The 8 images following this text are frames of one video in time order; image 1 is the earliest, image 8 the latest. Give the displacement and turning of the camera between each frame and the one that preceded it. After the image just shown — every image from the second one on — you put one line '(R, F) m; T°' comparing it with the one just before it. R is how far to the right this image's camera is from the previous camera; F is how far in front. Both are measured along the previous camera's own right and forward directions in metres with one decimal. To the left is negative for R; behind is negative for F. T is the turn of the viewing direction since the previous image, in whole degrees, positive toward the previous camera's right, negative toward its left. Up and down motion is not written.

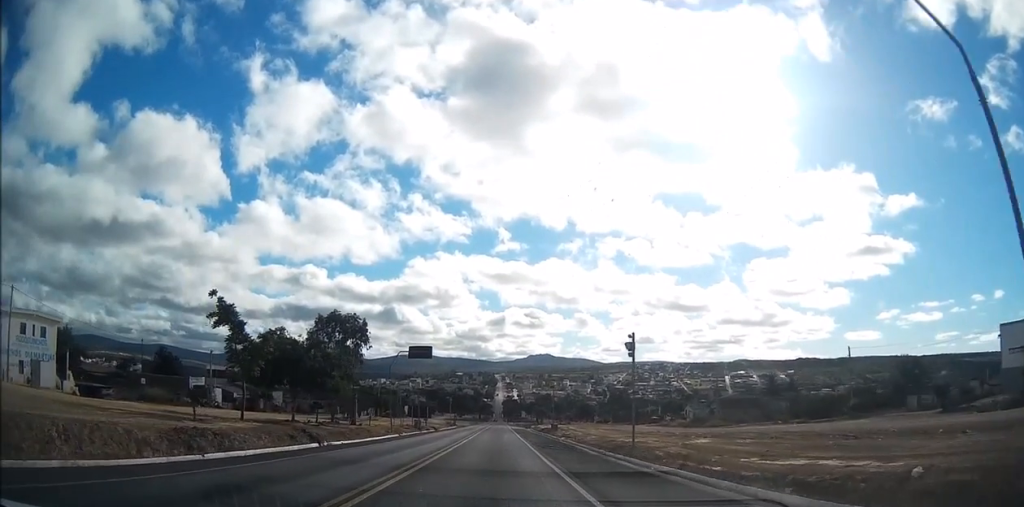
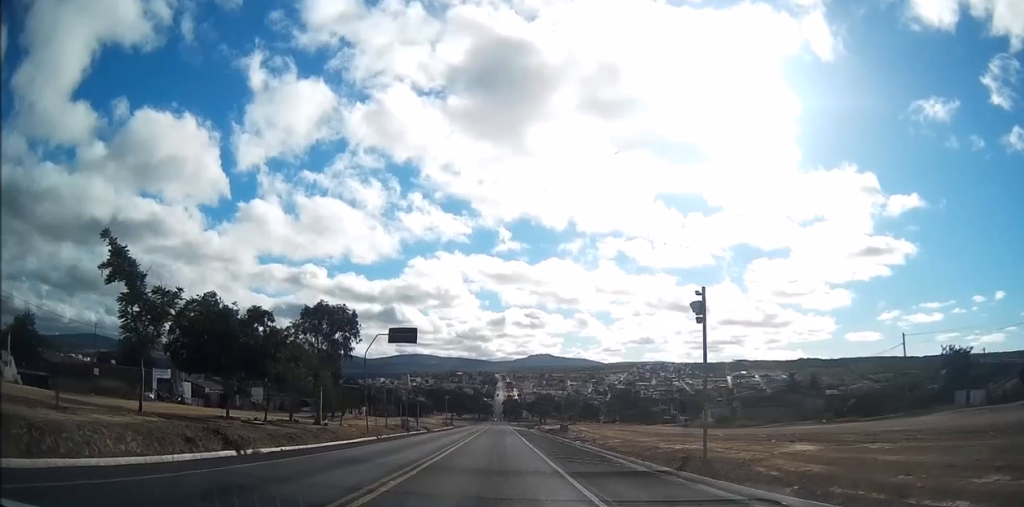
(-0.1, +9.8) m; 0°
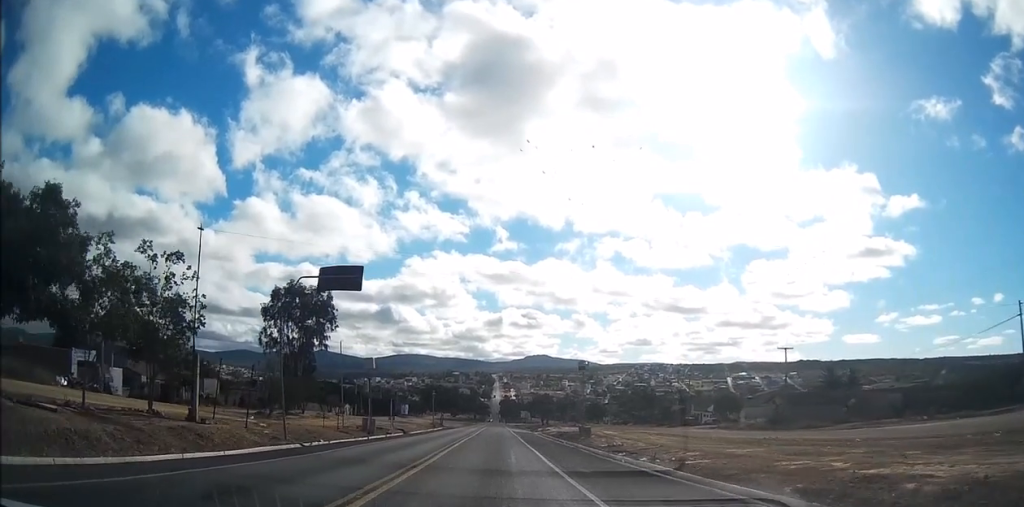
(+0.1, +16.2) m; +1°
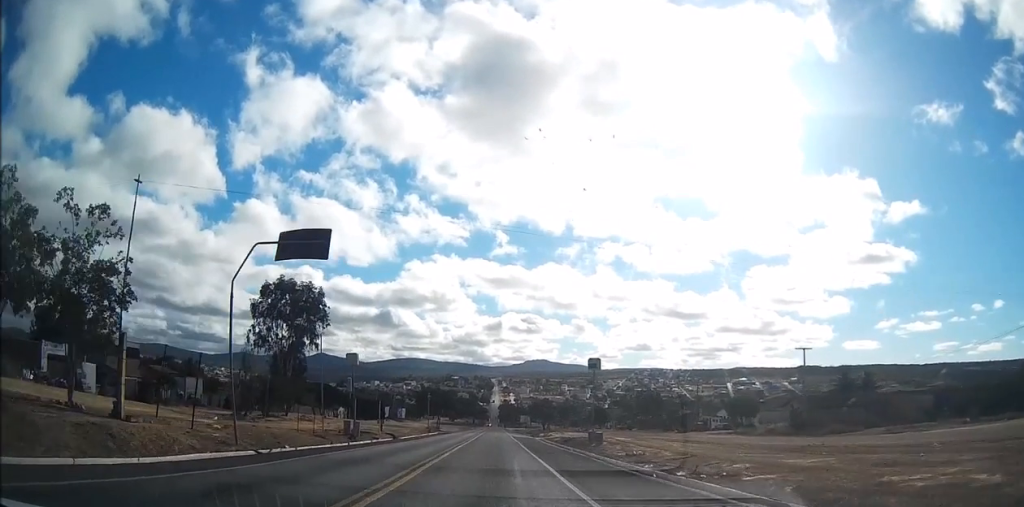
(+0.1, +5.1) m; 0°
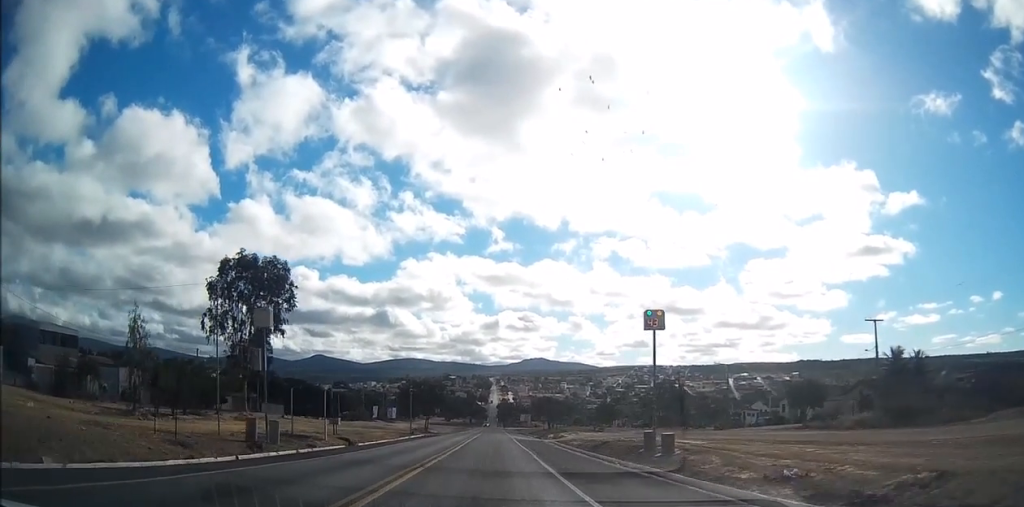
(0.0, +15.1) m; 0°
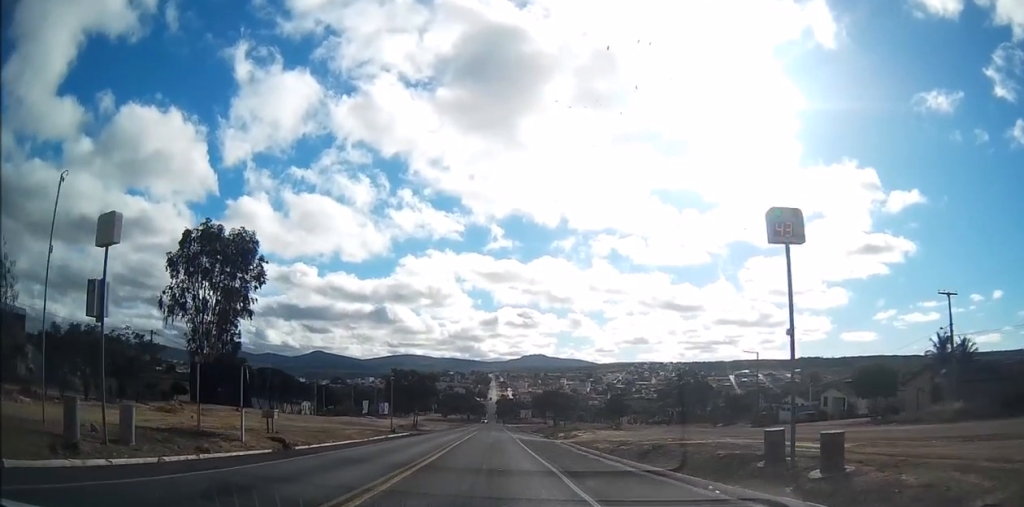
(0.0, +11.0) m; 0°
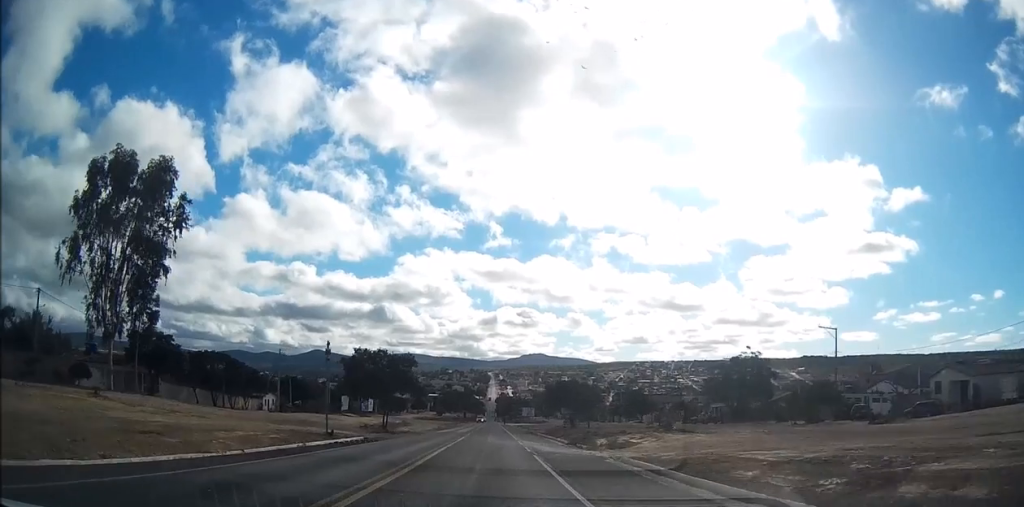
(0.0, +19.7) m; +1°
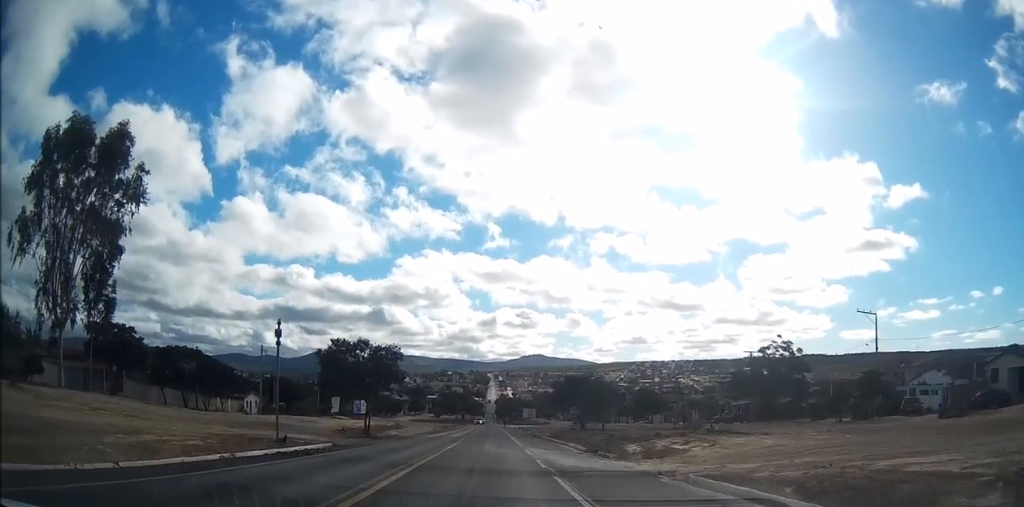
(0.0, +7.6) m; +1°
